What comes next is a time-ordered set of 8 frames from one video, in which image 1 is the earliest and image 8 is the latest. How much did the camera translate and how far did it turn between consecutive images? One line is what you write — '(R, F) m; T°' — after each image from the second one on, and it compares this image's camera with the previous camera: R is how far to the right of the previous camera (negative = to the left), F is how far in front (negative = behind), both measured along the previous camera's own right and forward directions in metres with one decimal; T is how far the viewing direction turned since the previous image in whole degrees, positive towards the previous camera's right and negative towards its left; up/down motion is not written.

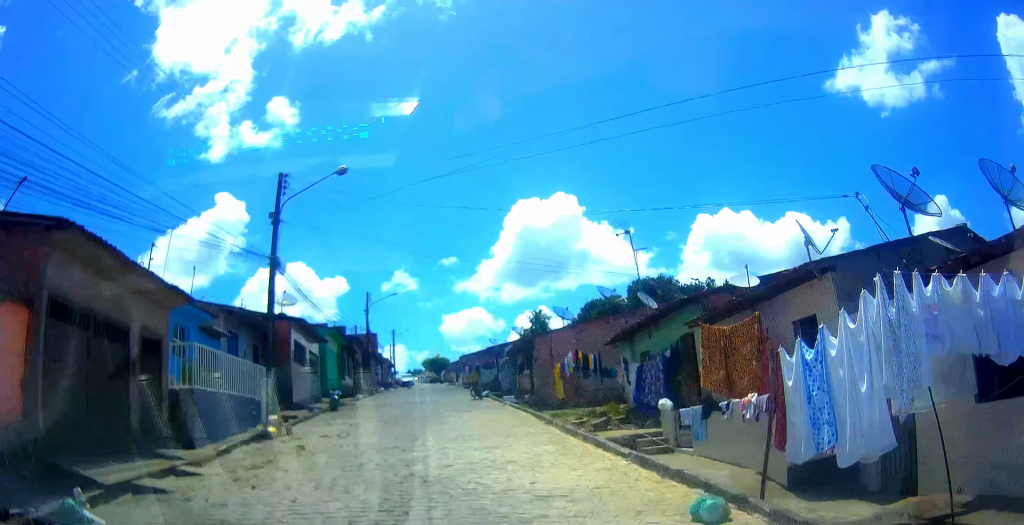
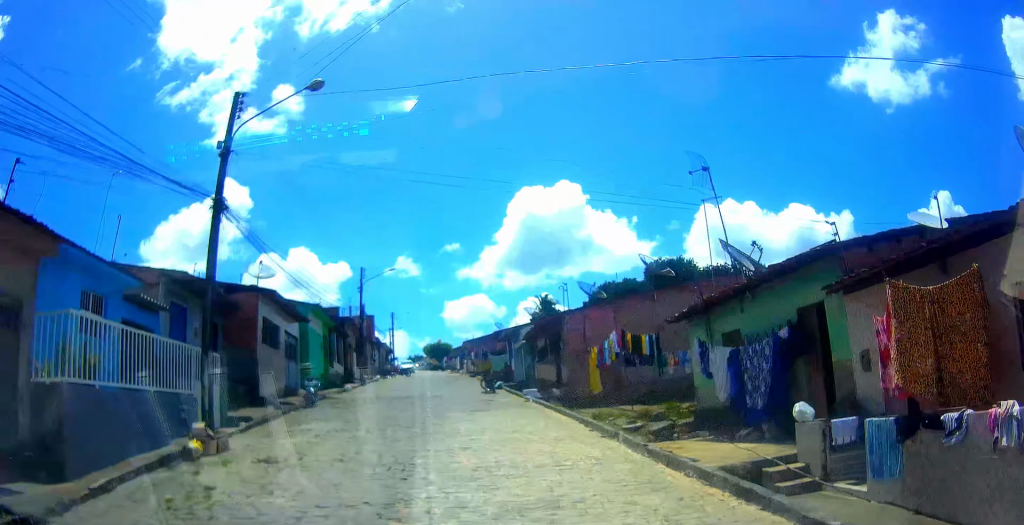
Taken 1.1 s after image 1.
(+0.2, +4.8) m; +3°
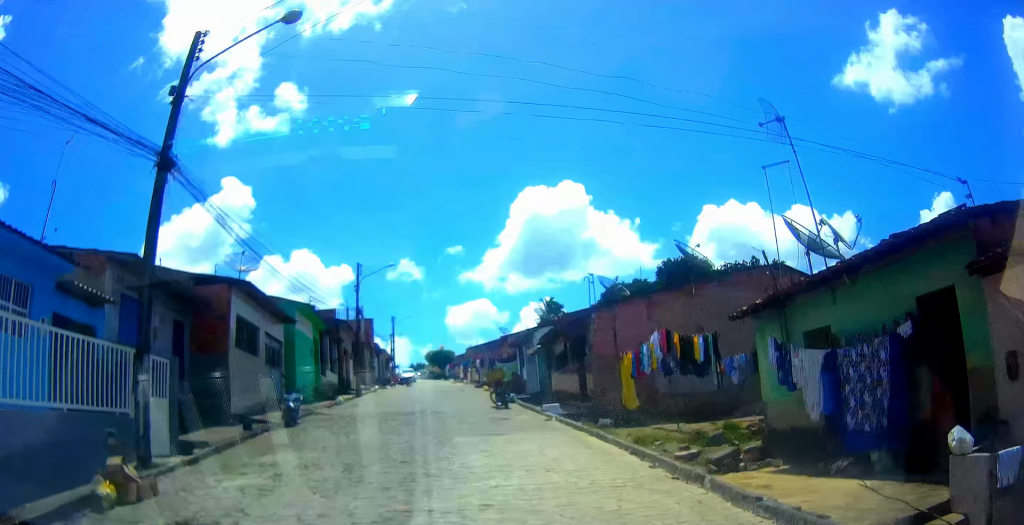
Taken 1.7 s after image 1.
(+0.2, +2.8) m; 0°
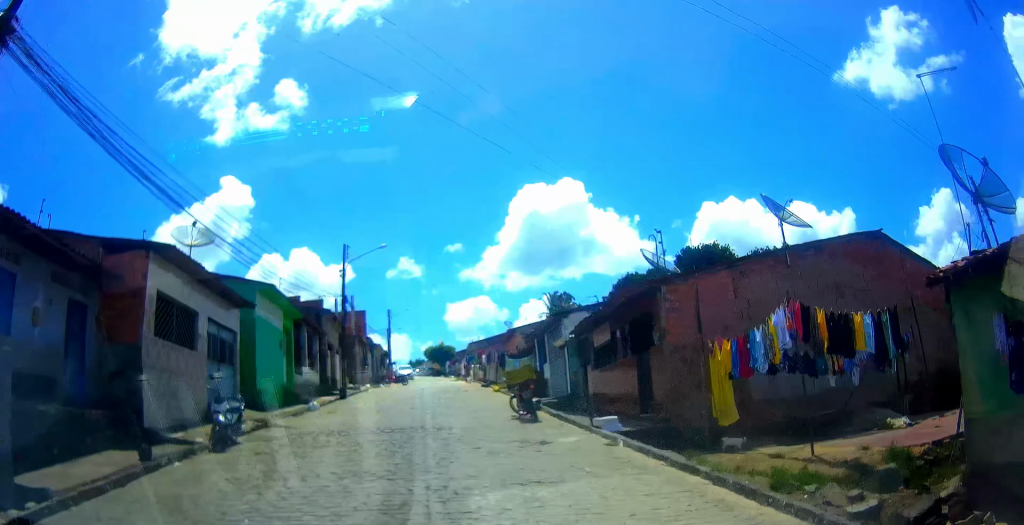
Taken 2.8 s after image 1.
(-0.3, +4.8) m; -3°
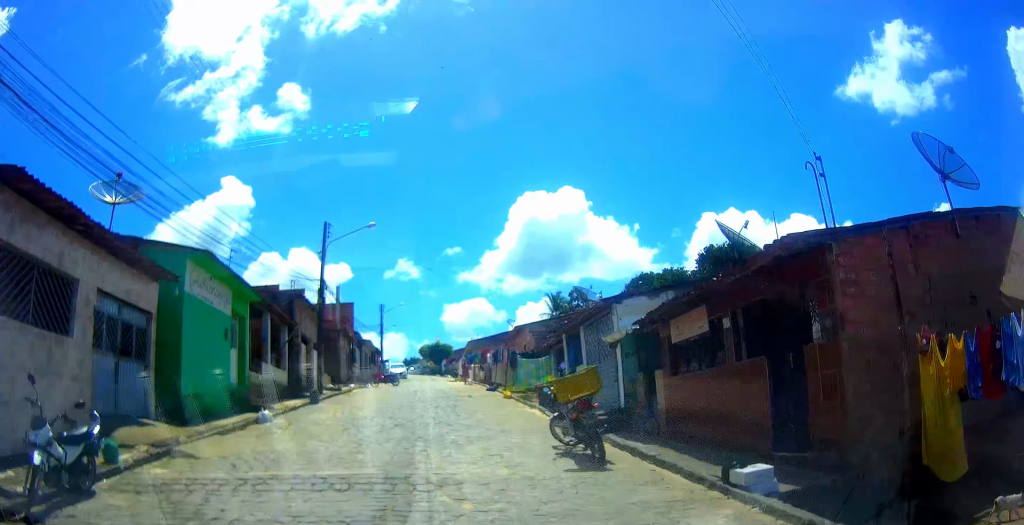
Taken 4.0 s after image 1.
(+0.1, +5.0) m; +1°
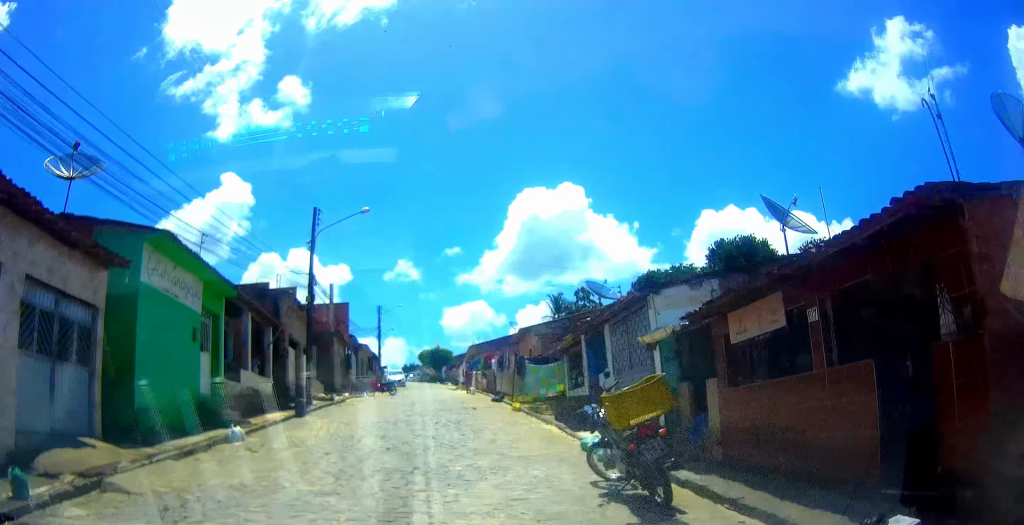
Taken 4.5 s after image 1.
(0.0, +2.3) m; 0°
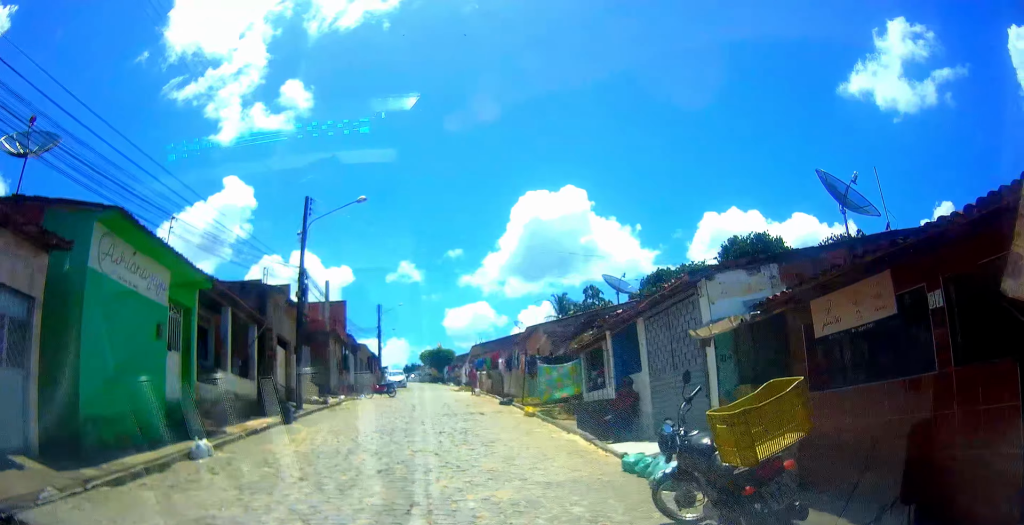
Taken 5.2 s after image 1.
(0.0, +2.7) m; 0°
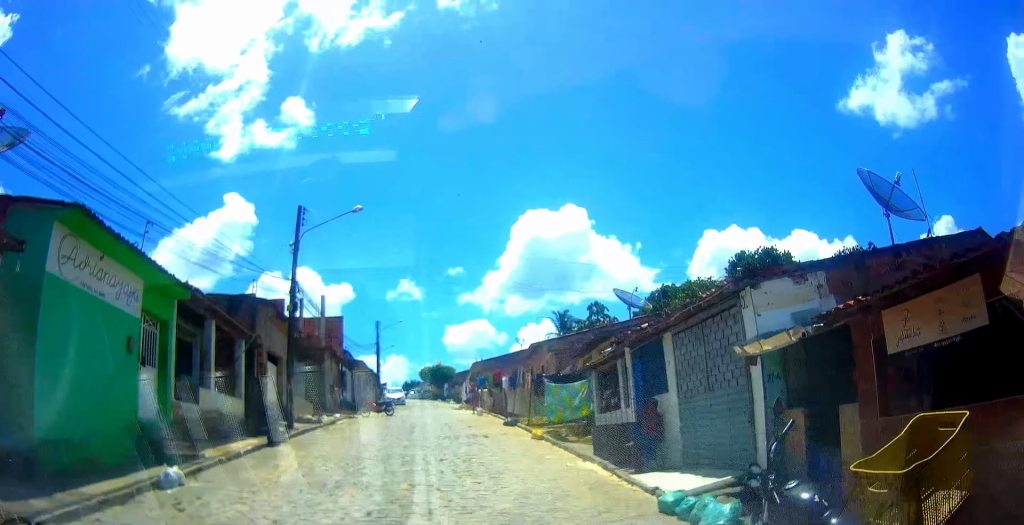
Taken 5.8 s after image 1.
(0.0, +2.6) m; 0°
